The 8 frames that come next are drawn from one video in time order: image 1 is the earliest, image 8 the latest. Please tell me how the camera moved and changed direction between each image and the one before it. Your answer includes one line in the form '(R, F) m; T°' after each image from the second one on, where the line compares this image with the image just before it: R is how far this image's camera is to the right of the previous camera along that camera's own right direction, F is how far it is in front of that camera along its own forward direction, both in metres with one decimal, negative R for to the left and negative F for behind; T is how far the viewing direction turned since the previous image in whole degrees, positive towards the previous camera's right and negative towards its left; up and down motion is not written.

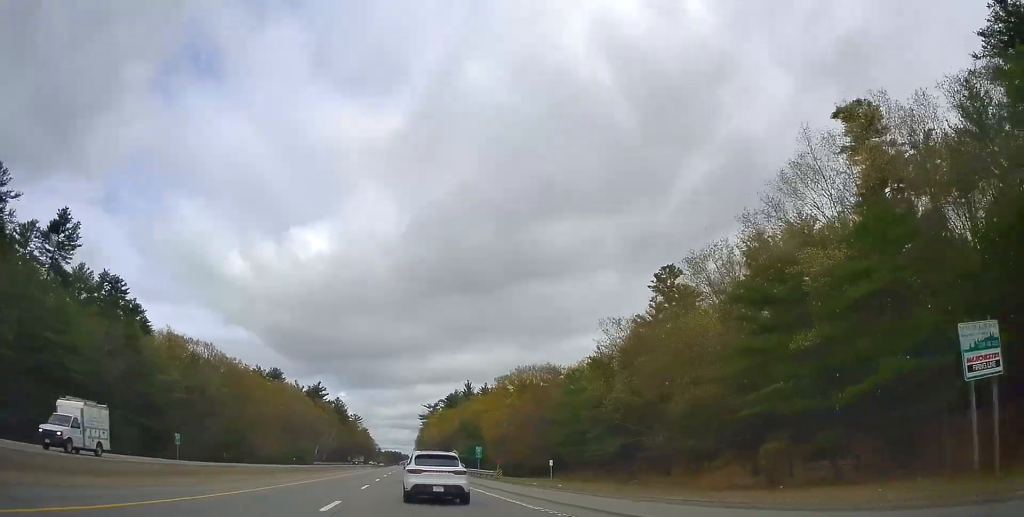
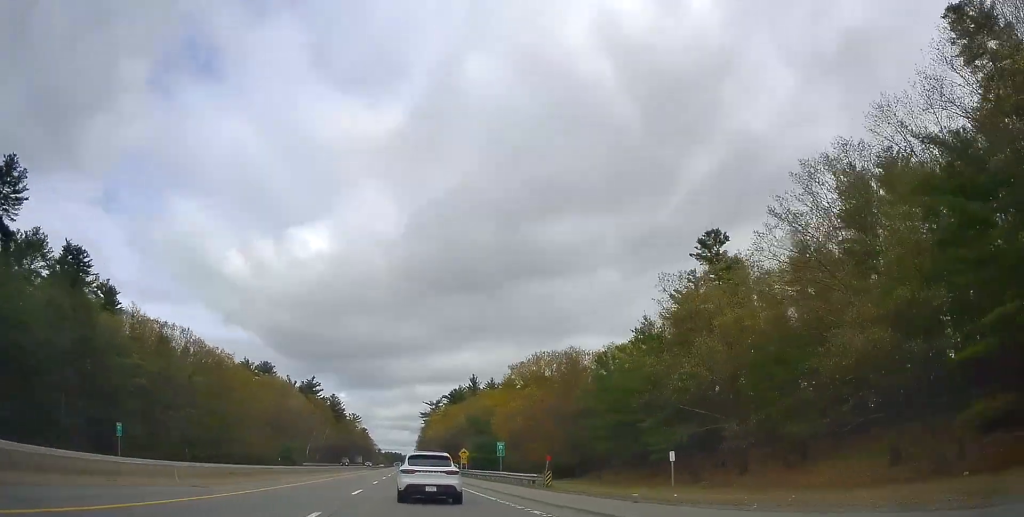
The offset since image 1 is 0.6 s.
(-0.1, +16.1) m; 0°
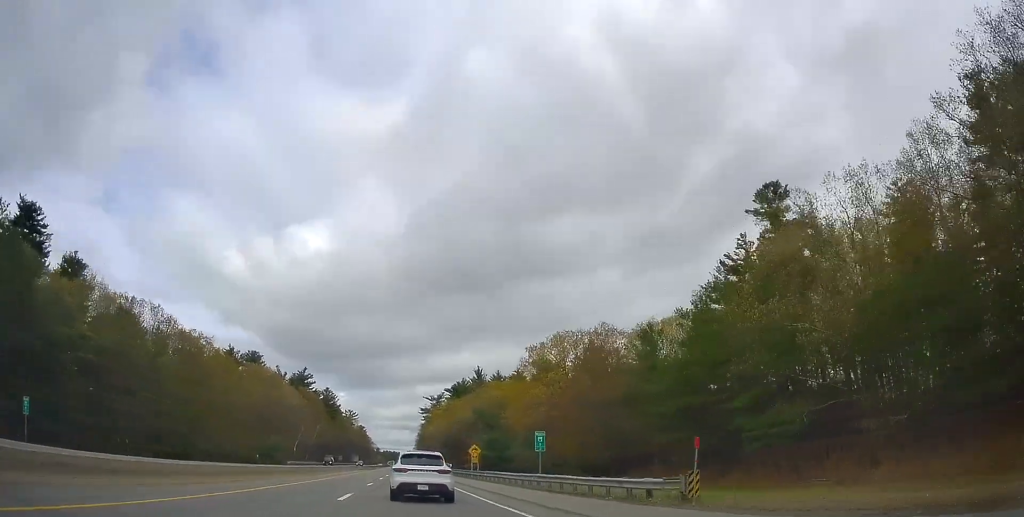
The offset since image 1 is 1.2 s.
(-0.1, +16.2) m; 0°
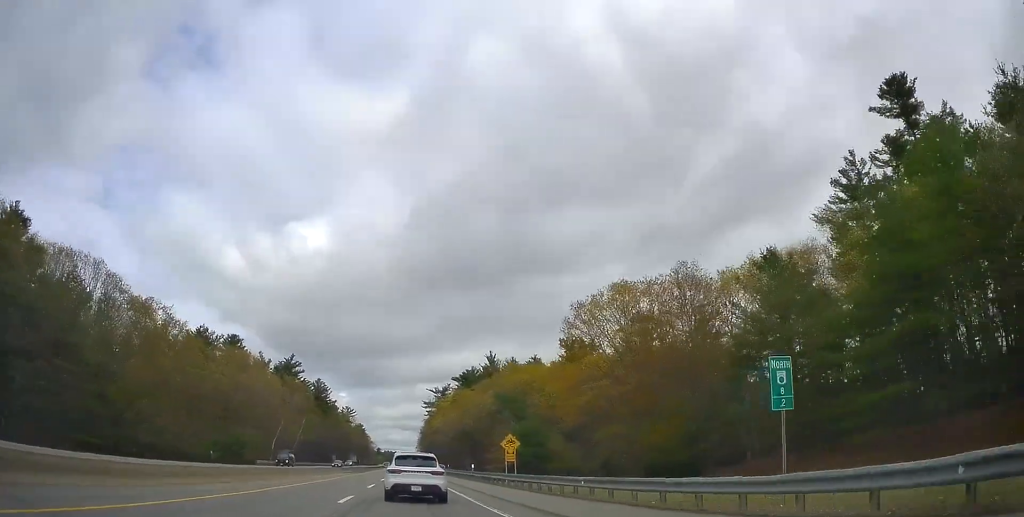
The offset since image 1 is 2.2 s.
(+0.2, +24.6) m; +1°
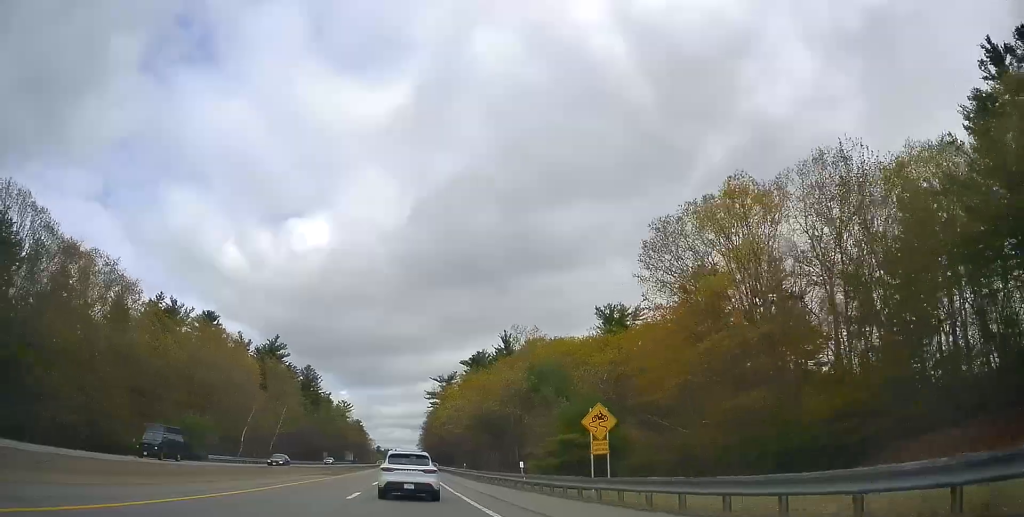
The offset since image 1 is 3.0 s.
(+0.1, +22.7) m; +1°
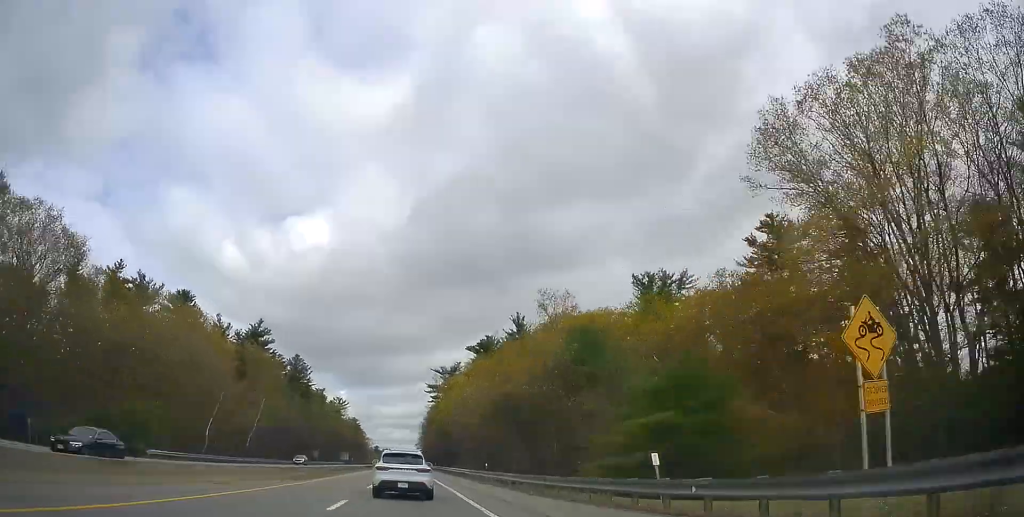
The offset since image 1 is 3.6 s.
(+0.2, +17.1) m; 0°
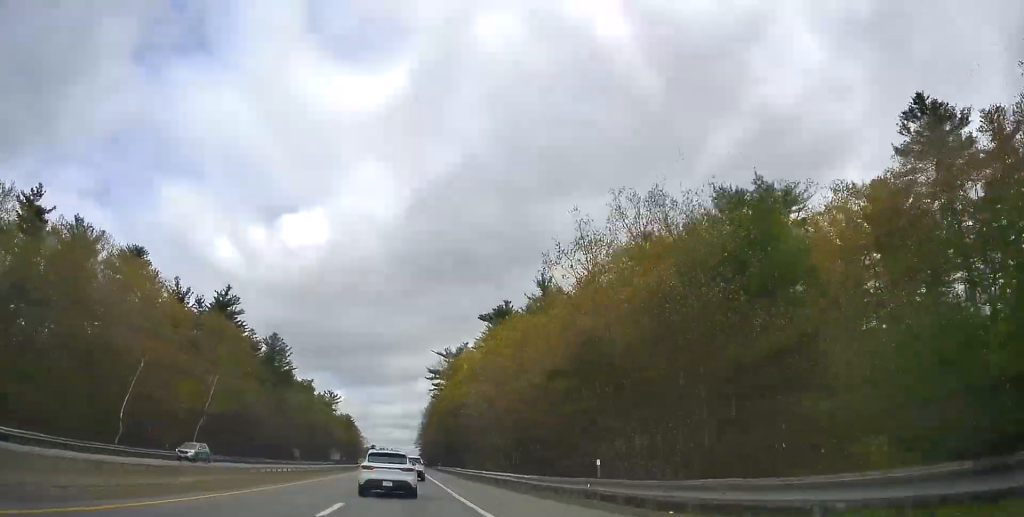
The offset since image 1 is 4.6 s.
(0.0, +25.1) m; 0°
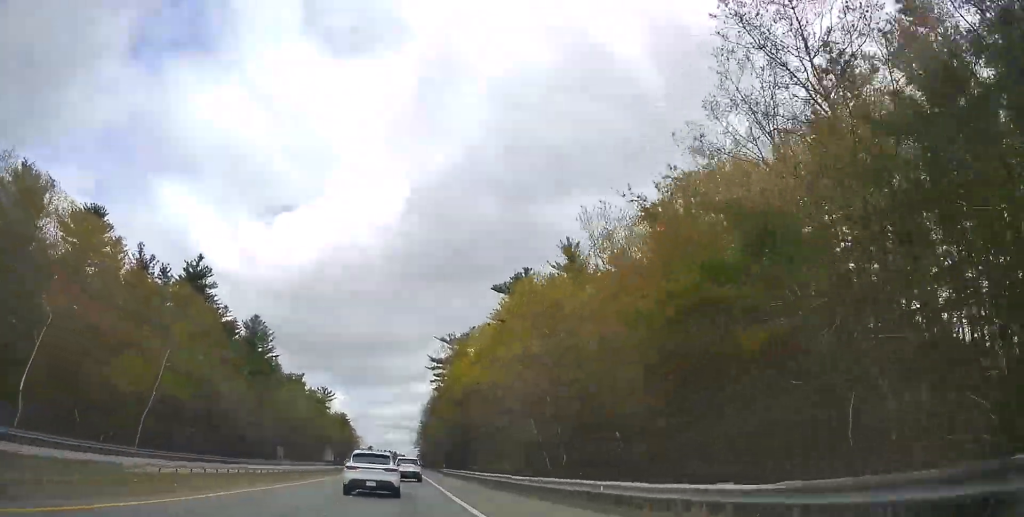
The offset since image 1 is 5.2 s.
(-0.2, +16.5) m; -1°
